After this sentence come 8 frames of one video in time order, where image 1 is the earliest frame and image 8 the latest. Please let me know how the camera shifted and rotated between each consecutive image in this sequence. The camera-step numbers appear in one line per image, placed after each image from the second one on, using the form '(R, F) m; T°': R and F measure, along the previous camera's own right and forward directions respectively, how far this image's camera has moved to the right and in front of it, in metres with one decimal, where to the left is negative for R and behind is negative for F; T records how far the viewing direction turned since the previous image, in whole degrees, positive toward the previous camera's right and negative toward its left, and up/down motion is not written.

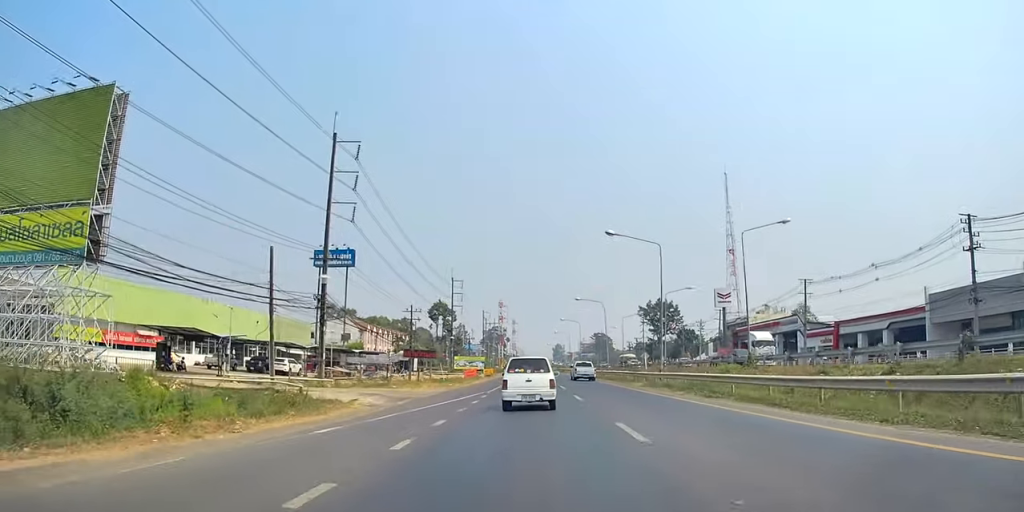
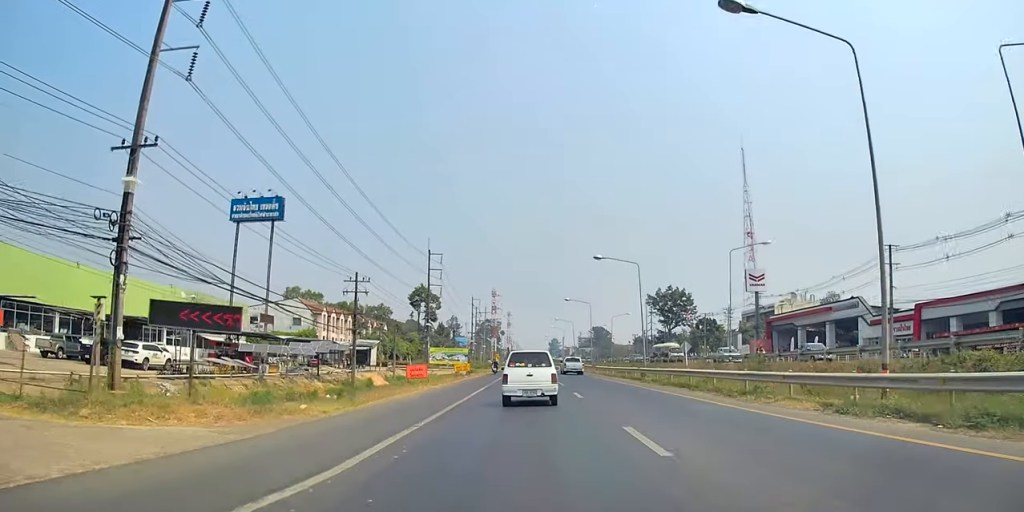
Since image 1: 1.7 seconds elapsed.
(0.0, +25.3) m; 0°
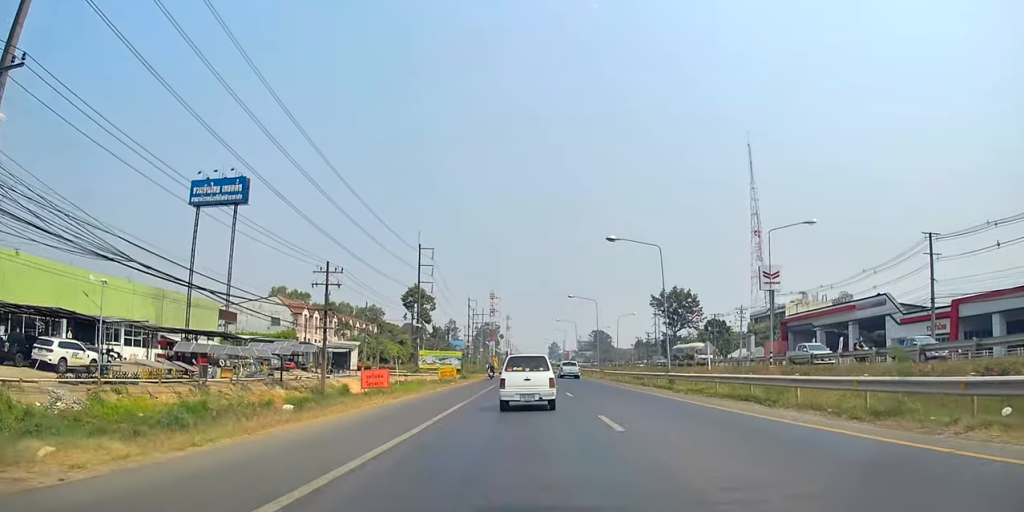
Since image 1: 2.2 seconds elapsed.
(0.0, +9.1) m; 0°
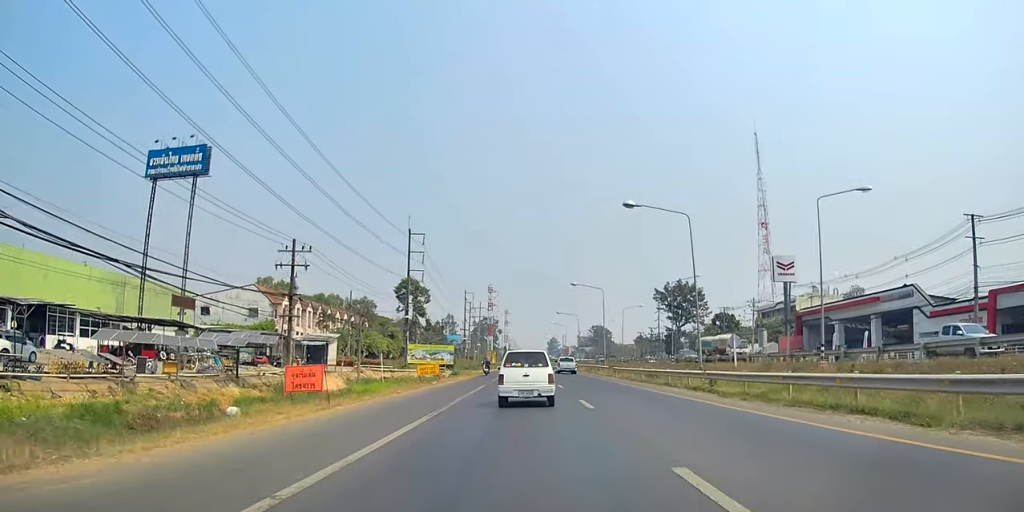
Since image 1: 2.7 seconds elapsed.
(0.0, +7.4) m; 0°
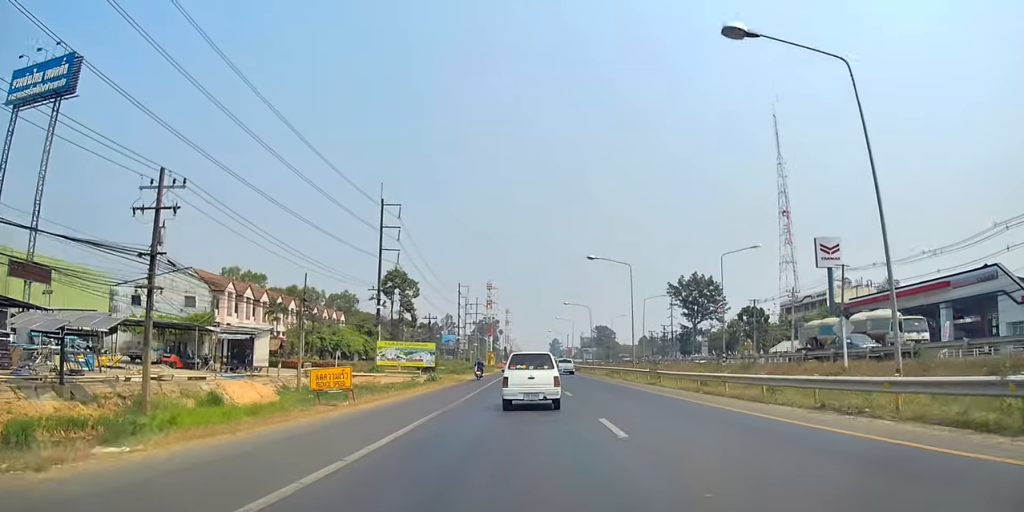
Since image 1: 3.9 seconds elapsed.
(0.0, +17.5) m; 0°
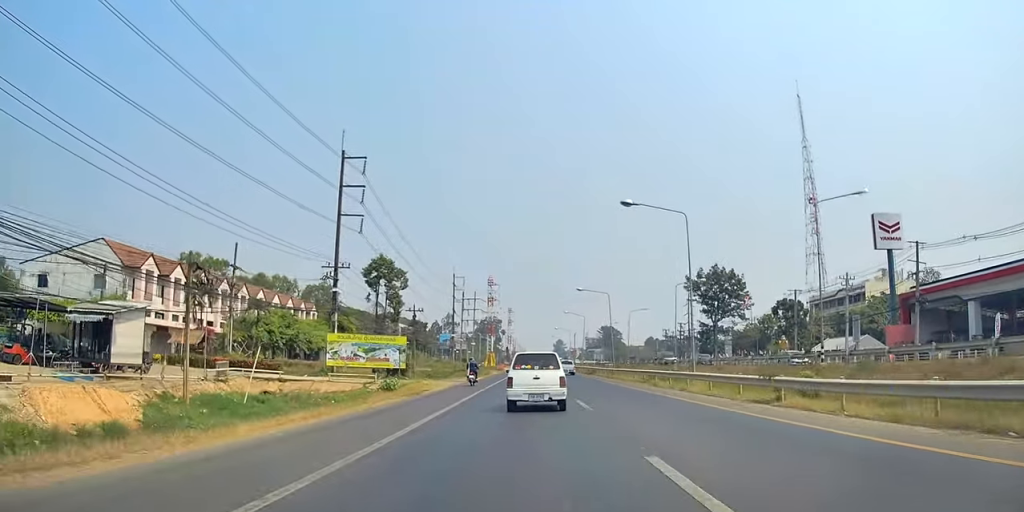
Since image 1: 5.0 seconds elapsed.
(0.0, +17.8) m; +1°
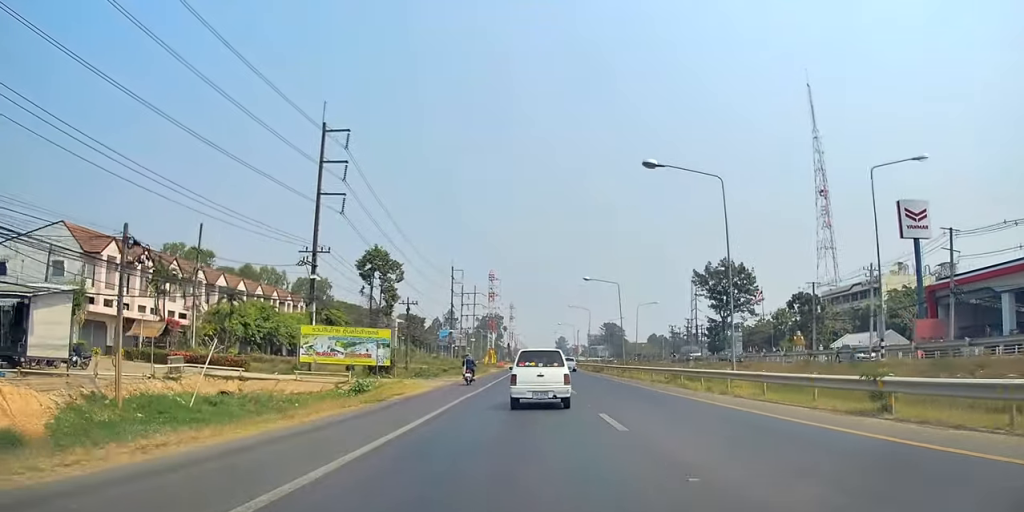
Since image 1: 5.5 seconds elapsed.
(+0.1, +6.1) m; 0°
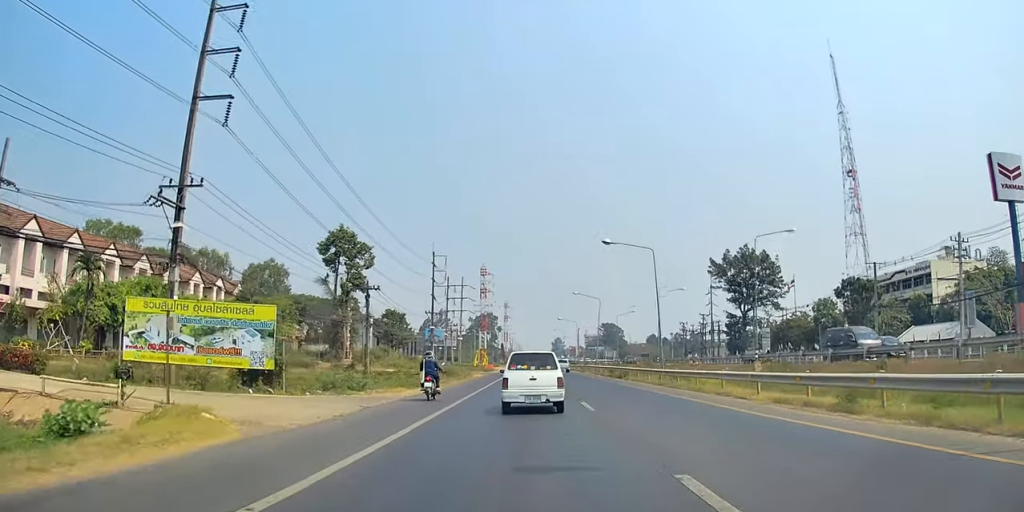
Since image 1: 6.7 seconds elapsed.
(-0.3, +19.4) m; -1°
